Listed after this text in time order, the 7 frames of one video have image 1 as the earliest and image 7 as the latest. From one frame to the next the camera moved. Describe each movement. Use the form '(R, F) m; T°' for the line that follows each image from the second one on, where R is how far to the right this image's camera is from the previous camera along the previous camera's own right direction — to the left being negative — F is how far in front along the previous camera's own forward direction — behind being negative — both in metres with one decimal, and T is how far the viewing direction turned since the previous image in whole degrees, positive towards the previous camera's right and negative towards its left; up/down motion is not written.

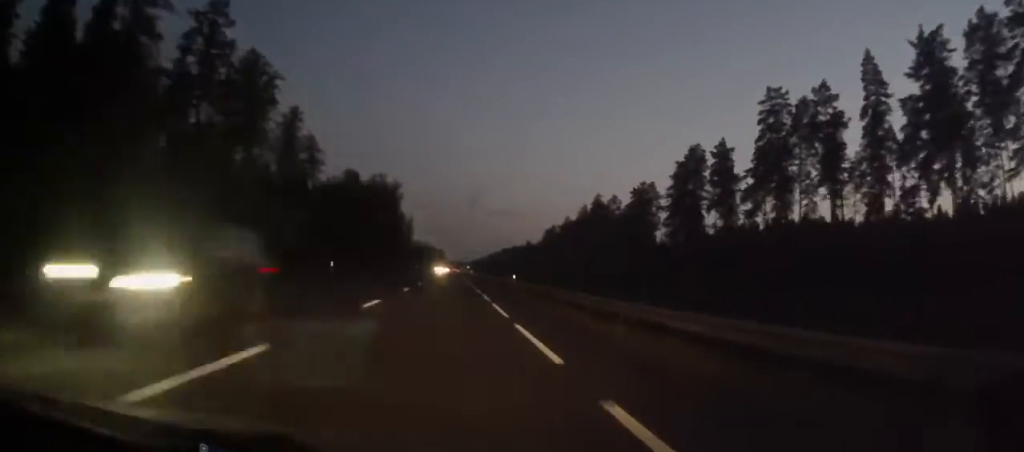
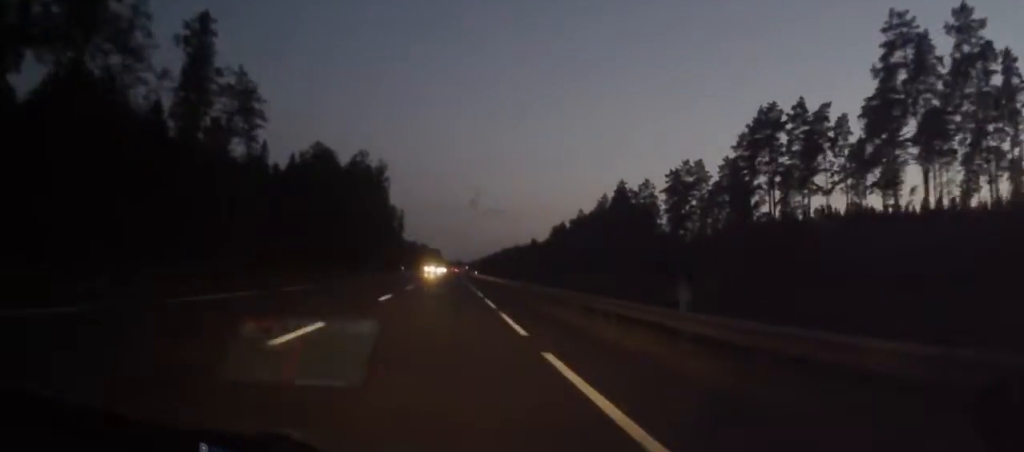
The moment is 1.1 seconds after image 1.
(+0.1, +32.2) m; 0°
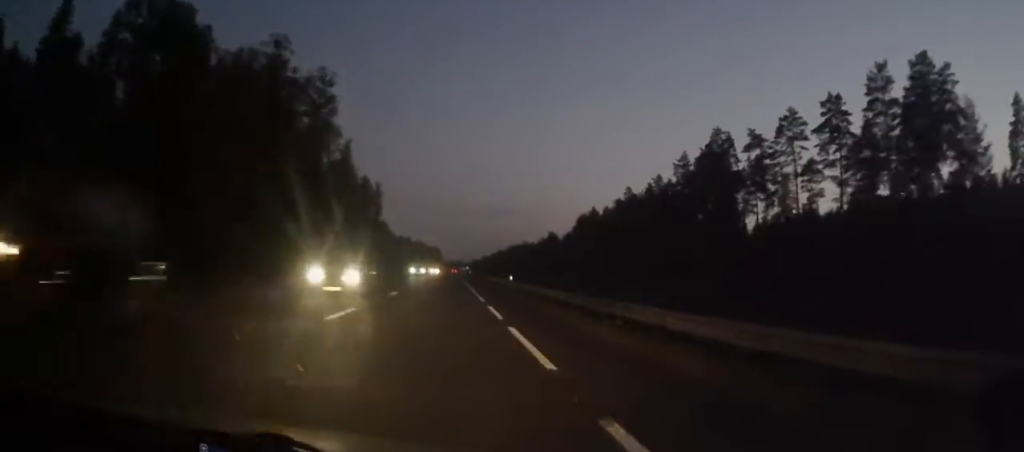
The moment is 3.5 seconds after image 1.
(-0.5, +67.6) m; 0°
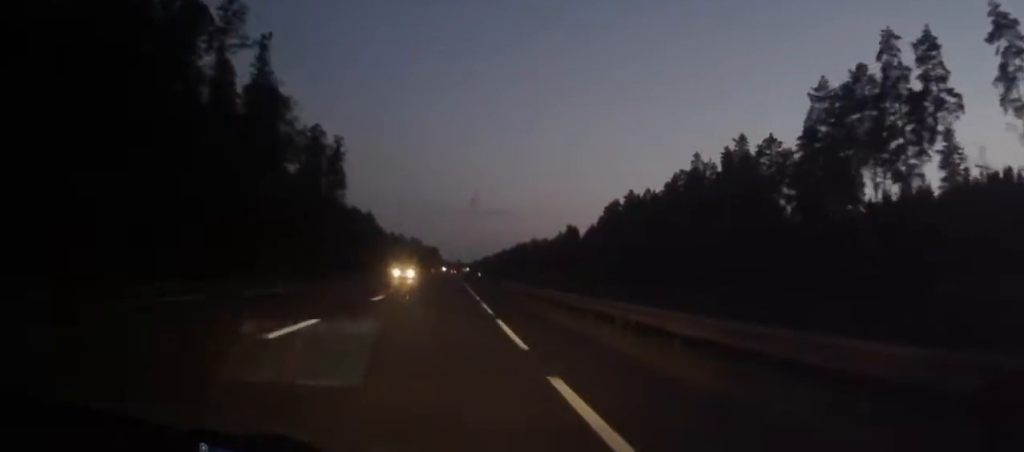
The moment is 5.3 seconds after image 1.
(+0.4, +52.0) m; 0°
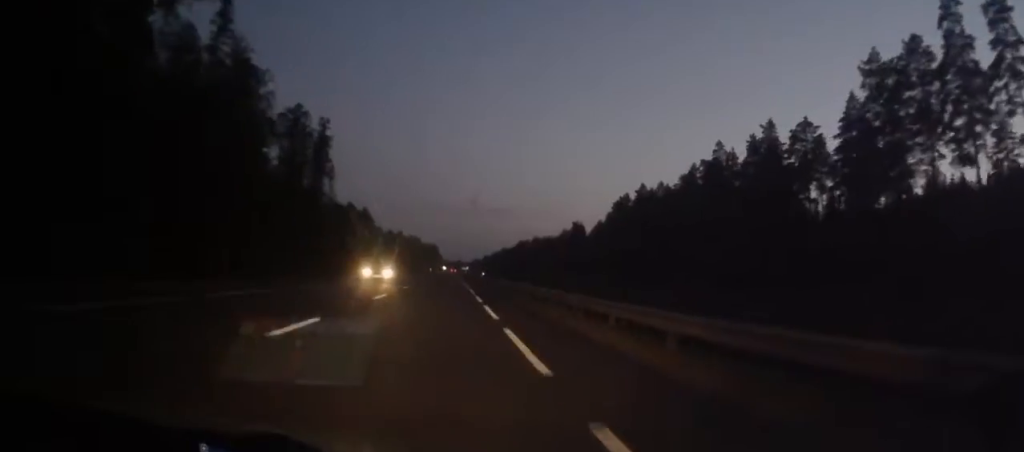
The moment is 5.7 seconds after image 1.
(0.0, +11.5) m; 0°
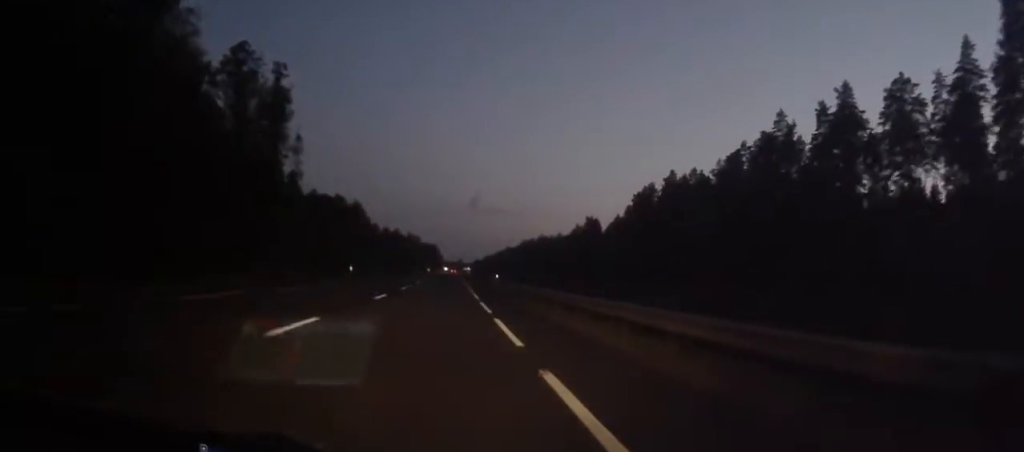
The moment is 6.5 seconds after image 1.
(0.0, +24.1) m; 0°
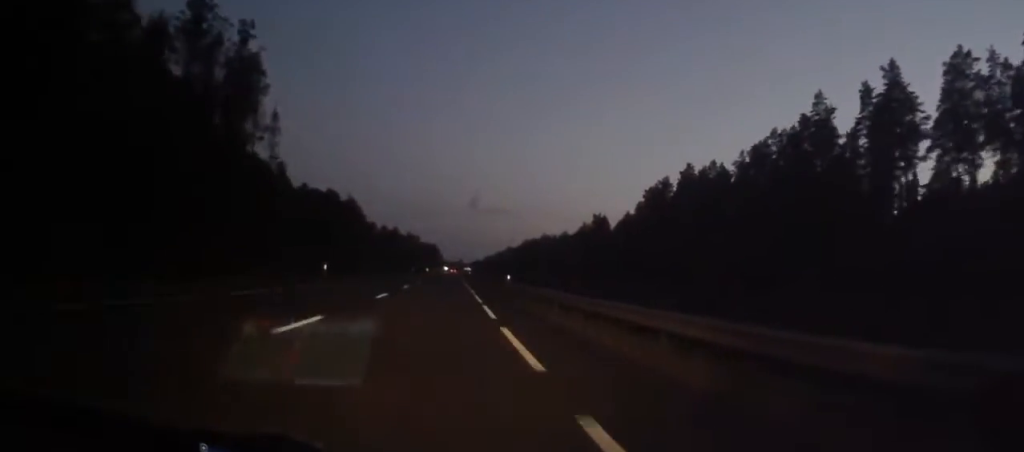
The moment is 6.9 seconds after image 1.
(0.0, +11.6) m; 0°
